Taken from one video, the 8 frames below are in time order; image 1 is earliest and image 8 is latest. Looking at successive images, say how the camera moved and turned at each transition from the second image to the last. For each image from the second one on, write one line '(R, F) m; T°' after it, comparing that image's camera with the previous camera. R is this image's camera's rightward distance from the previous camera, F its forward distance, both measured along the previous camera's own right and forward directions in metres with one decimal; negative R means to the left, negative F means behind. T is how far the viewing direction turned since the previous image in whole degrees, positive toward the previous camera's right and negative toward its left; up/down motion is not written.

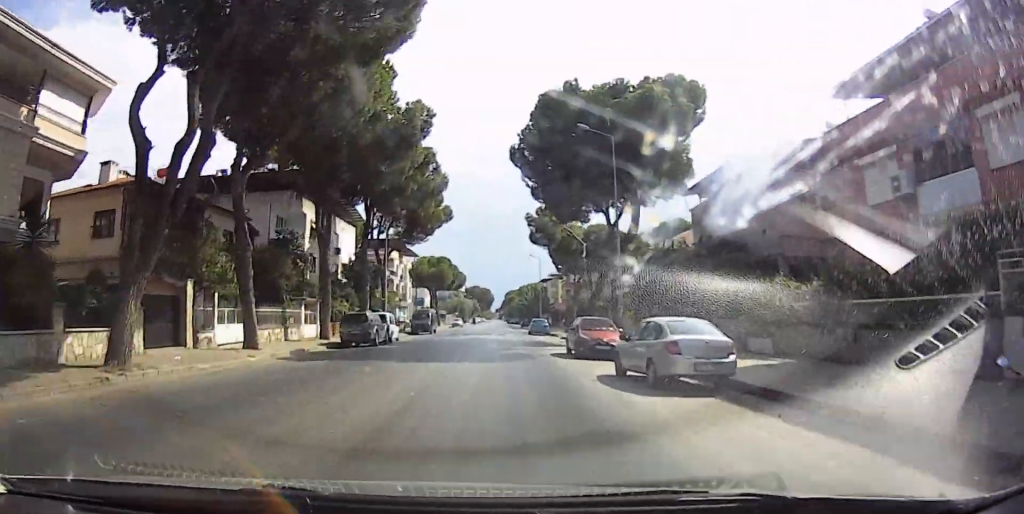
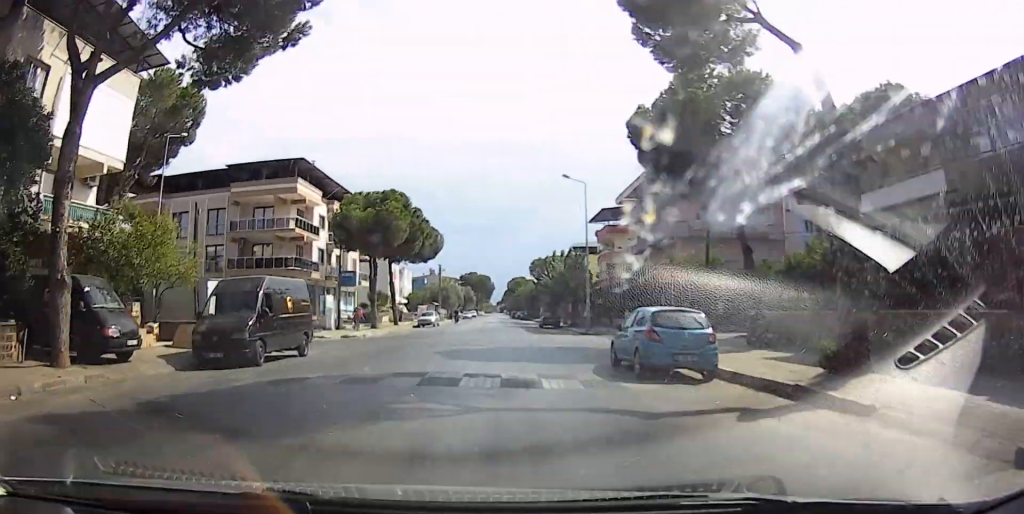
(+0.3, +37.9) m; -1°
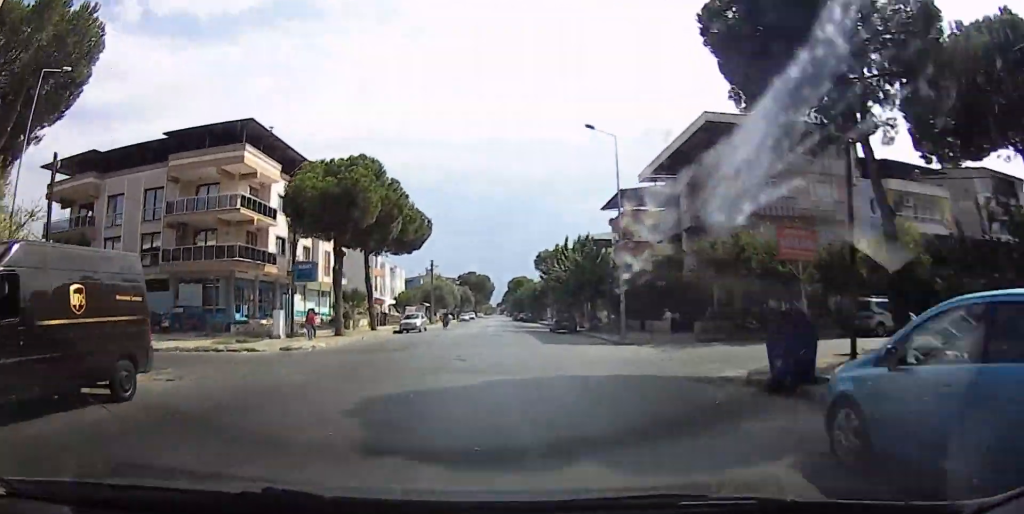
(-0.2, +9.7) m; 0°
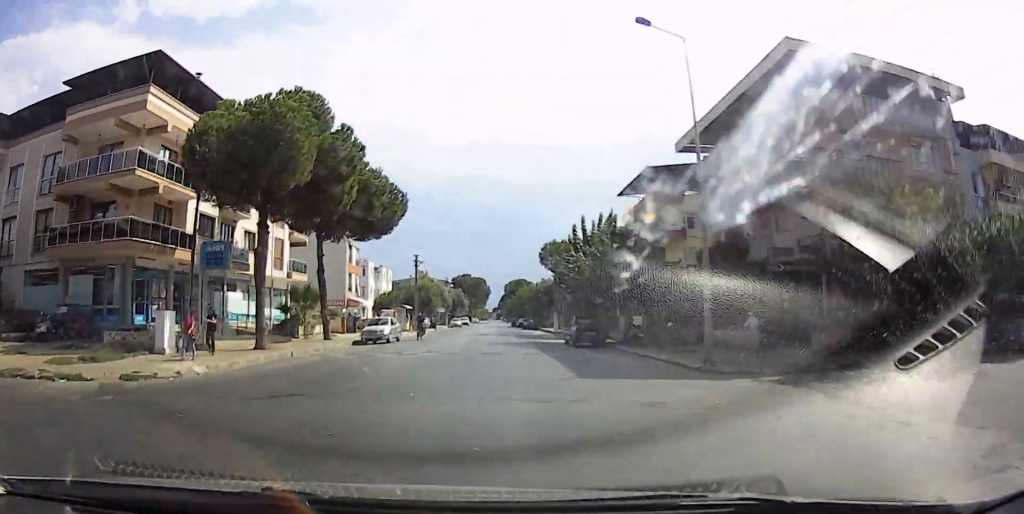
(0.0, +10.8) m; +1°
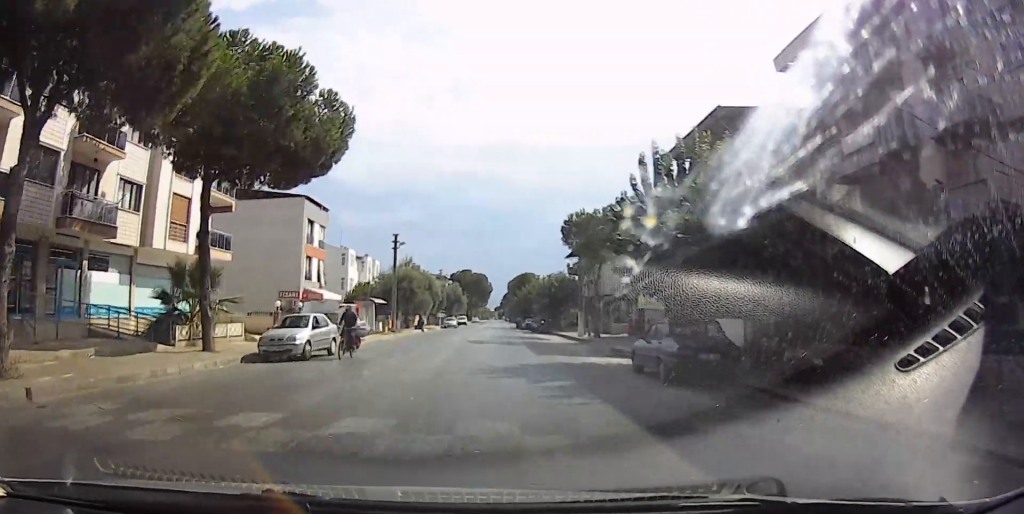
(+0.3, +13.7) m; +1°
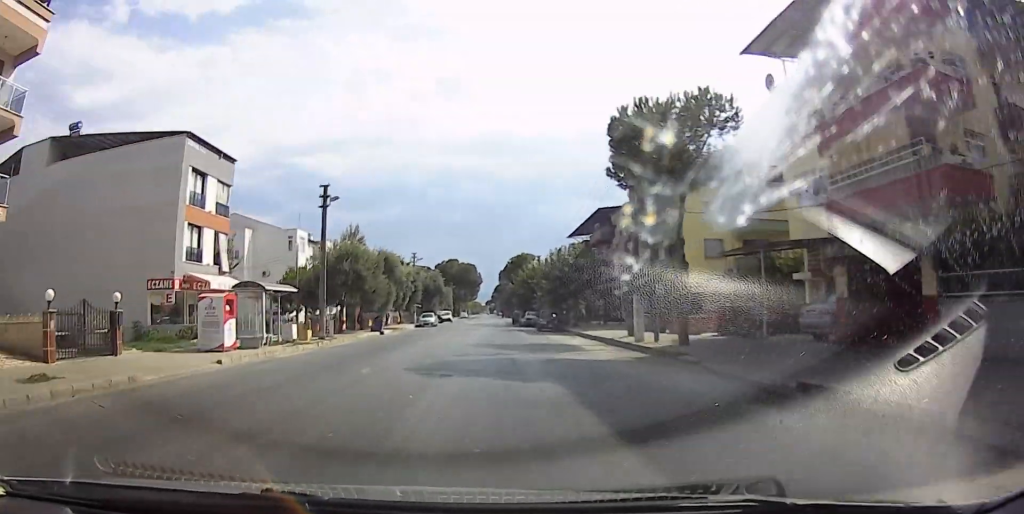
(-0.1, +16.8) m; -1°
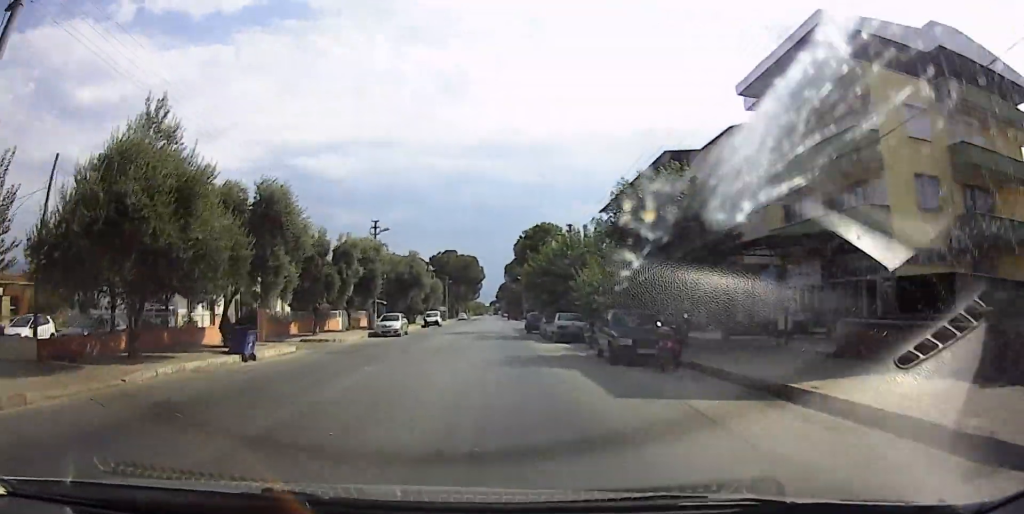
(+0.2, +22.5) m; +1°
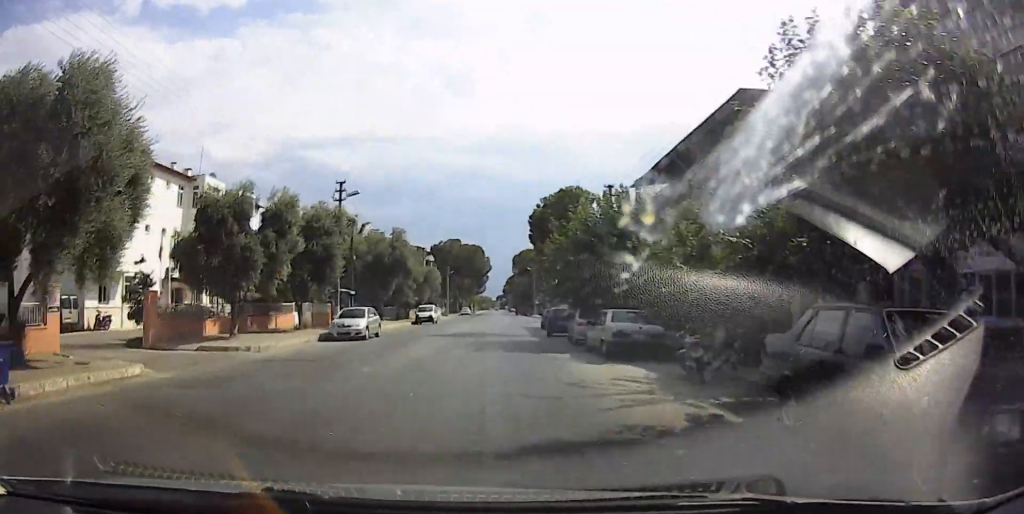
(+0.3, +11.2) m; -1°
